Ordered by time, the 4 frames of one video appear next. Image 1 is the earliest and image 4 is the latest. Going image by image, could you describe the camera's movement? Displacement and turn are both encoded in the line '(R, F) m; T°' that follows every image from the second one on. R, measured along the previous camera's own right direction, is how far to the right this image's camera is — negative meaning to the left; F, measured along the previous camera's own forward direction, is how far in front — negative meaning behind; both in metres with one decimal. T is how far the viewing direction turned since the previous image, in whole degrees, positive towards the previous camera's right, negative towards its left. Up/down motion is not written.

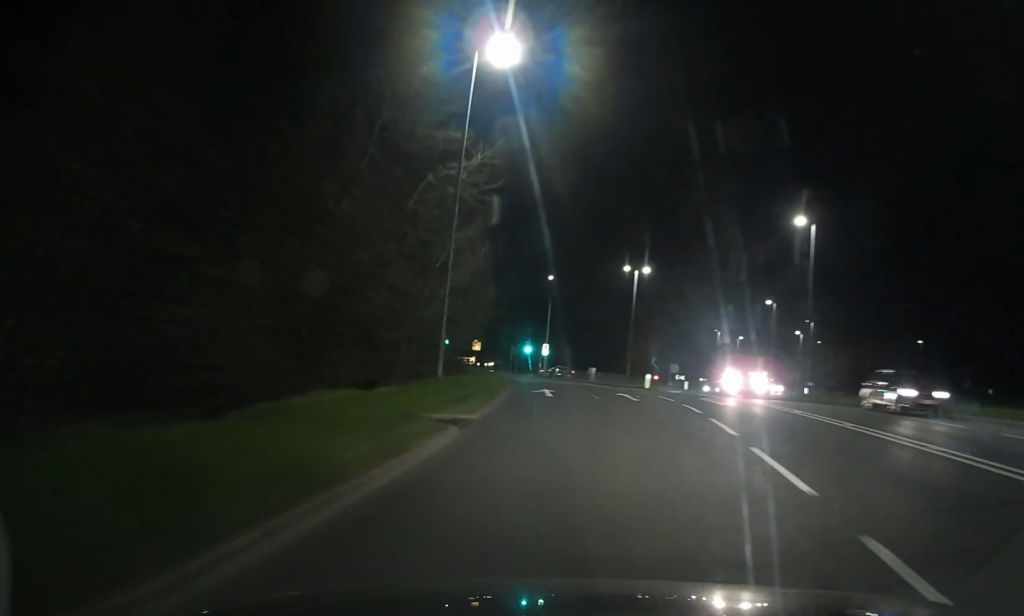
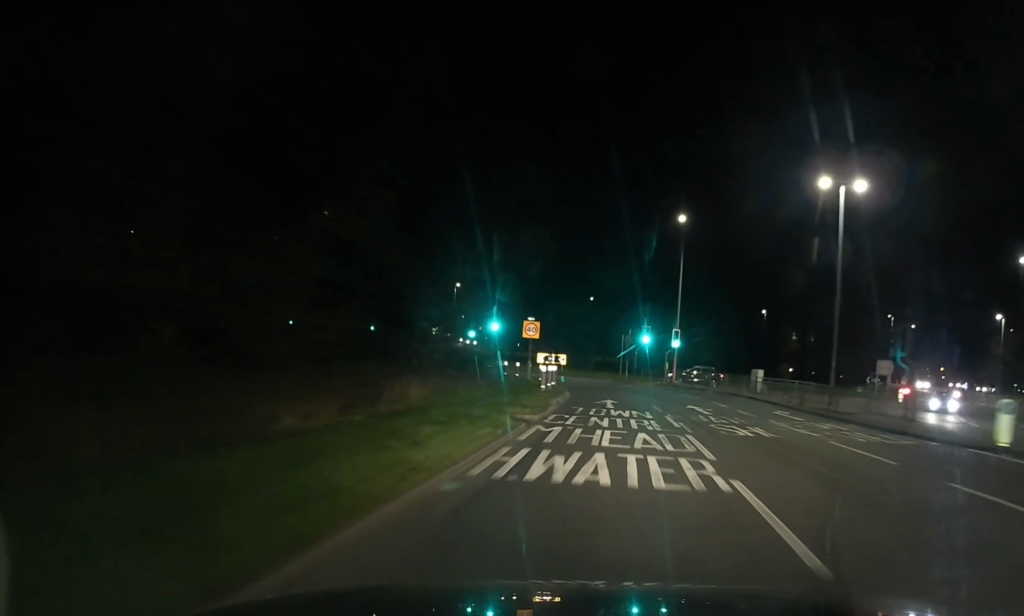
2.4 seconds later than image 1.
(-3.5, +37.1) m; -8°
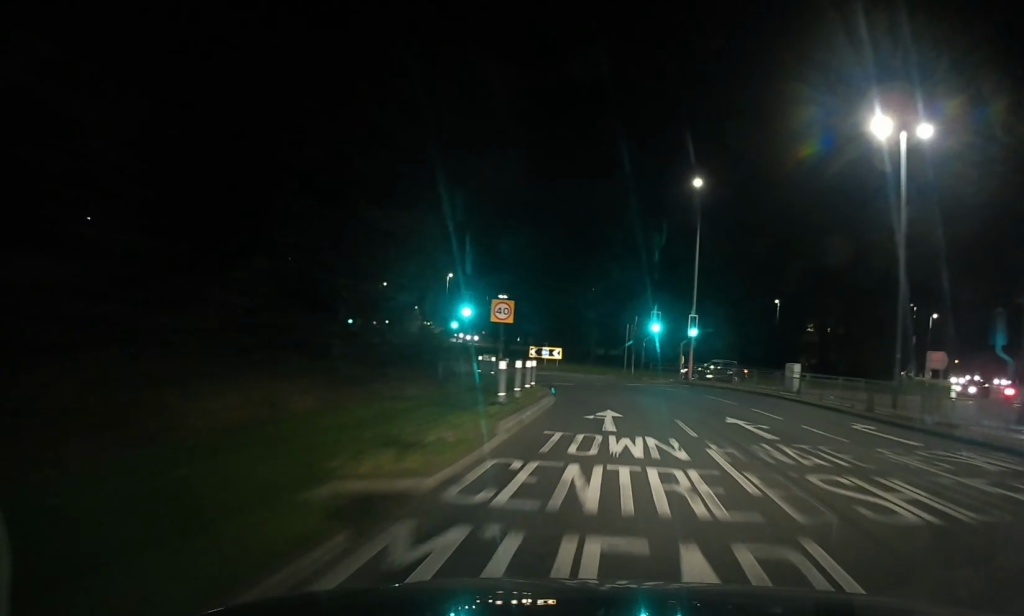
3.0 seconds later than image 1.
(0.0, +8.7) m; -1°
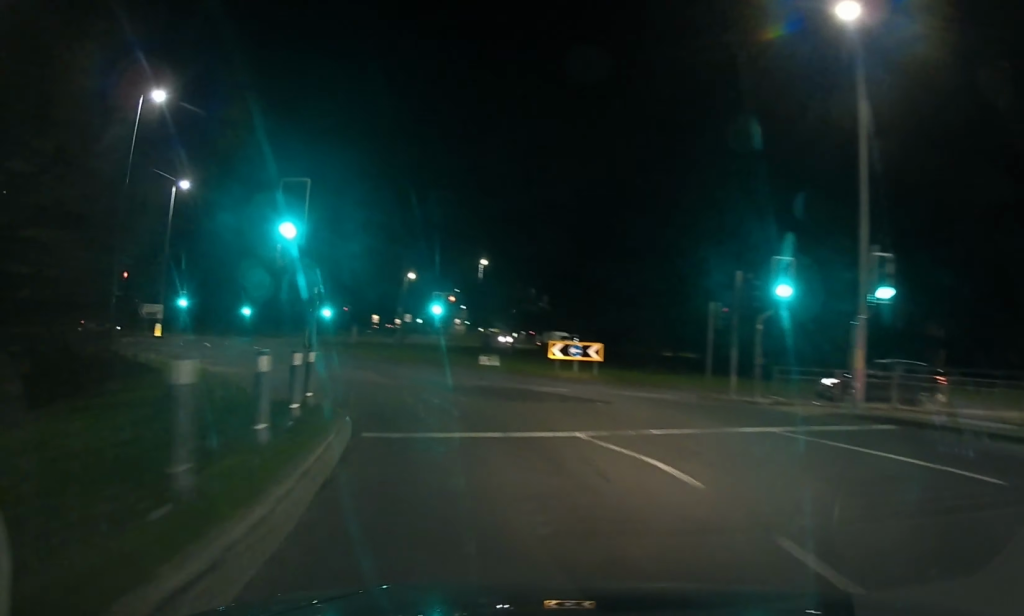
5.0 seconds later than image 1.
(-1.5, +24.2) m; -11°
